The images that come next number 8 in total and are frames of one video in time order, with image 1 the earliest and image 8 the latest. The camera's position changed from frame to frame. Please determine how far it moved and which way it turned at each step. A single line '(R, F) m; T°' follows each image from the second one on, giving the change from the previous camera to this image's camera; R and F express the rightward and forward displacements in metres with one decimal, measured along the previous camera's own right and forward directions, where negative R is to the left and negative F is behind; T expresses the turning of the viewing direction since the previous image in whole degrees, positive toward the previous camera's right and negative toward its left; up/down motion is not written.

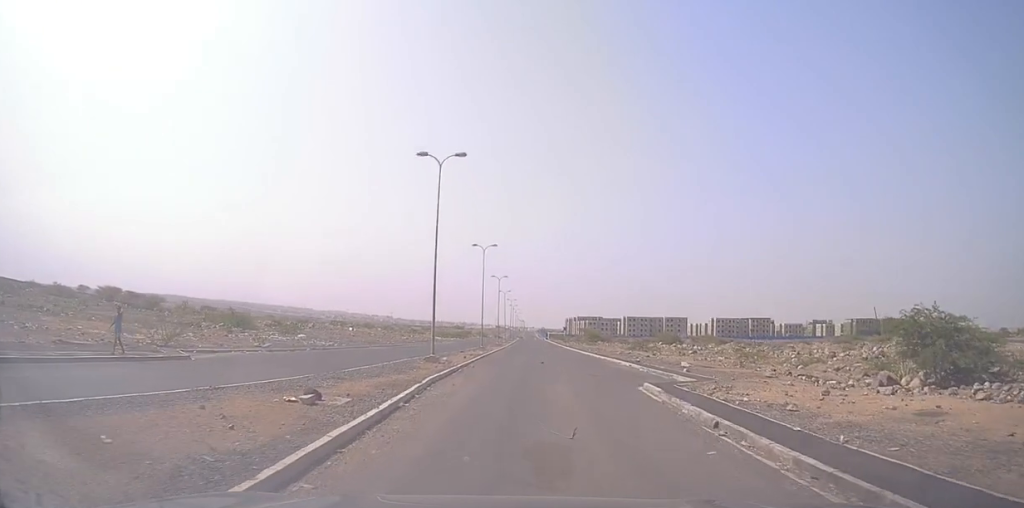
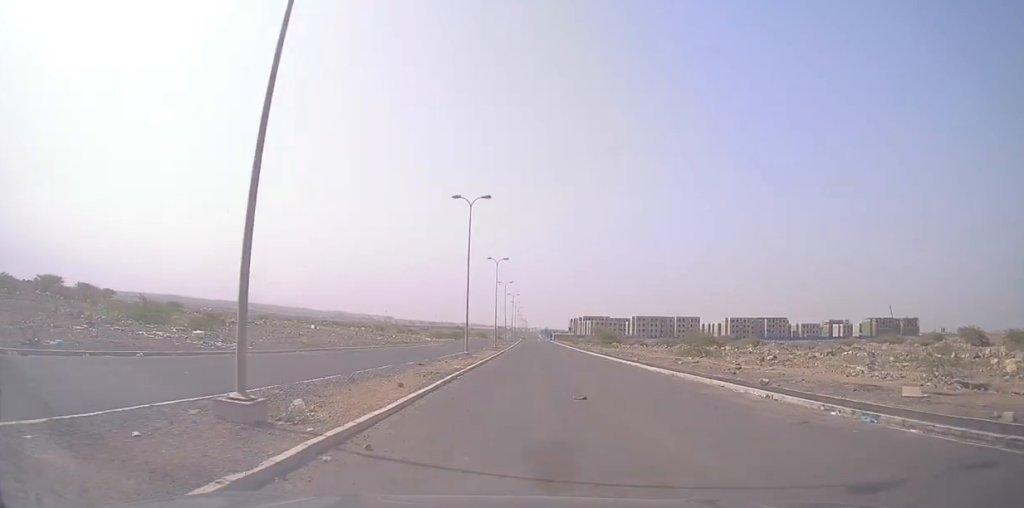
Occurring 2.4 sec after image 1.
(-0.7, +19.5) m; -3°
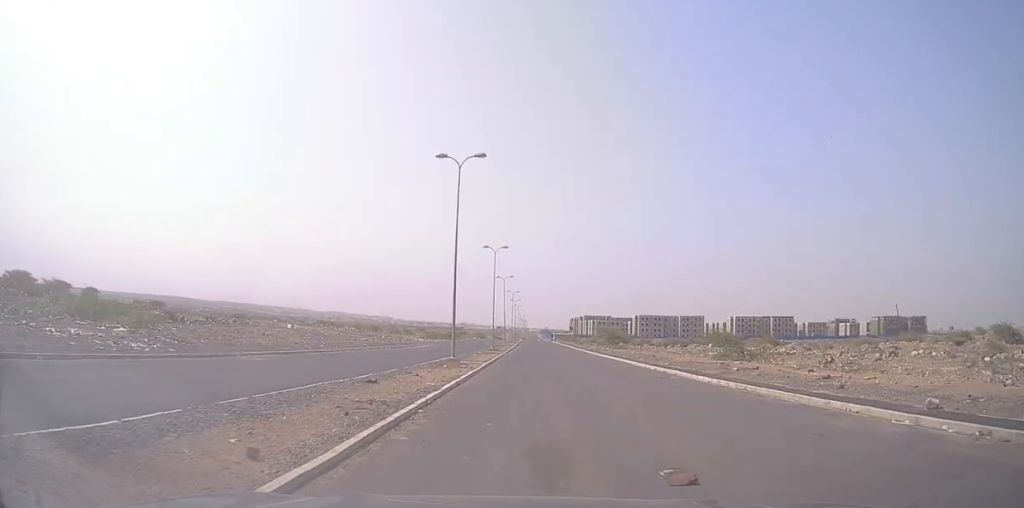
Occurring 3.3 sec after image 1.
(+0.5, +8.9) m; +3°
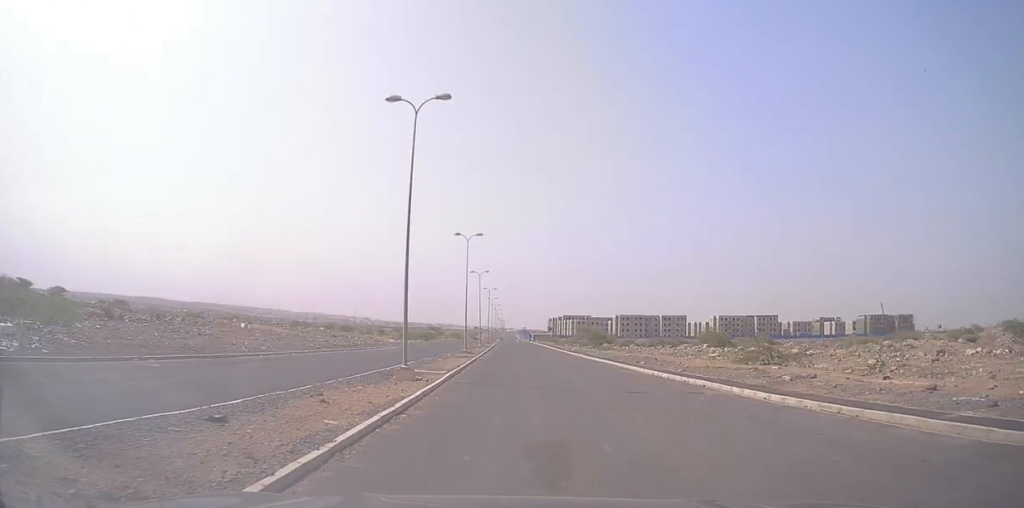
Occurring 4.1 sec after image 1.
(0.0, +7.6) m; +3°
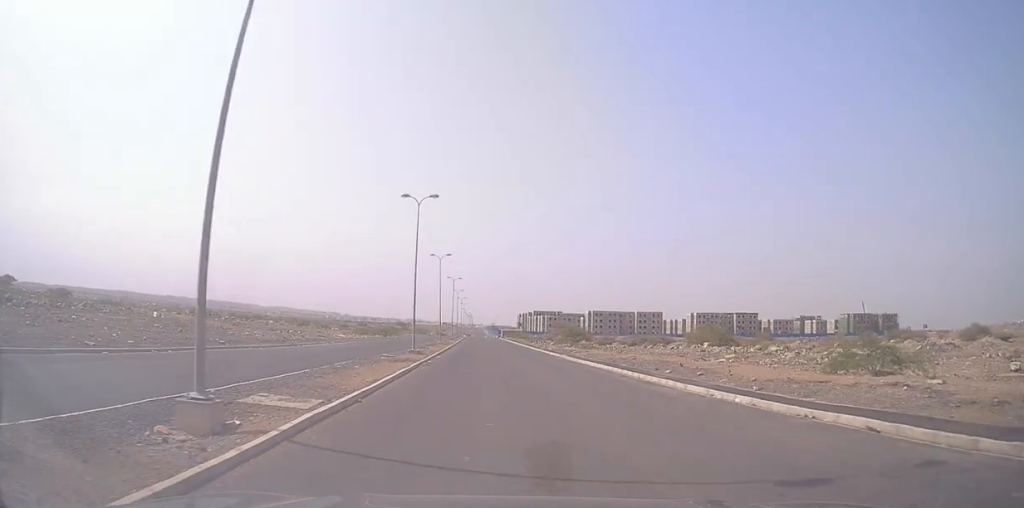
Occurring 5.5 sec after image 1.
(+0.6, +12.8) m; +1°
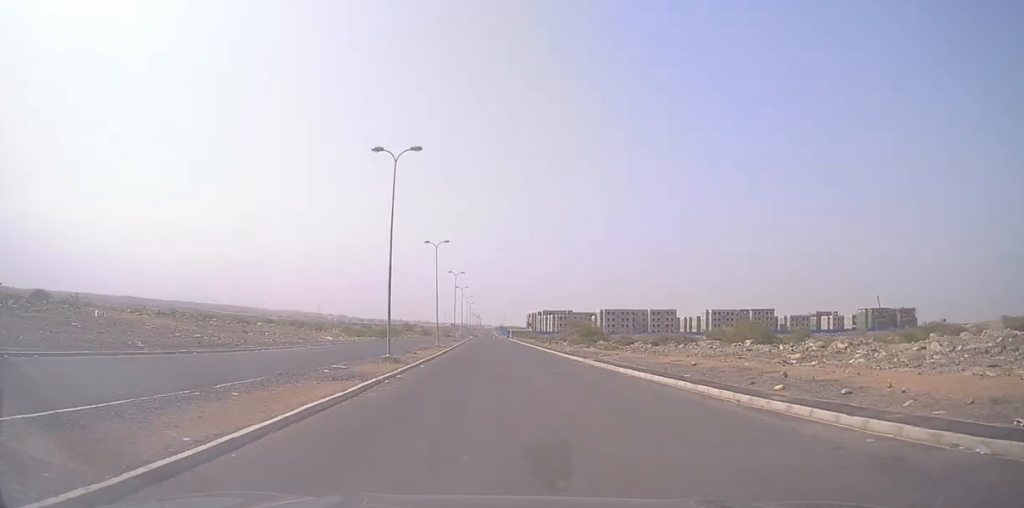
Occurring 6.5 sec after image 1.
(-0.5, +10.3) m; 0°
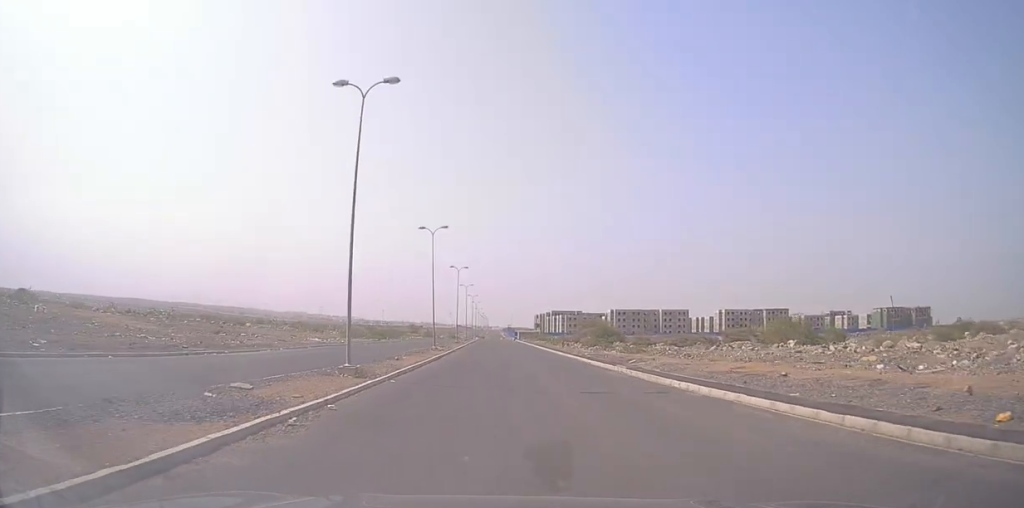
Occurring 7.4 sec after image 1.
(+0.4, +8.2) m; +1°
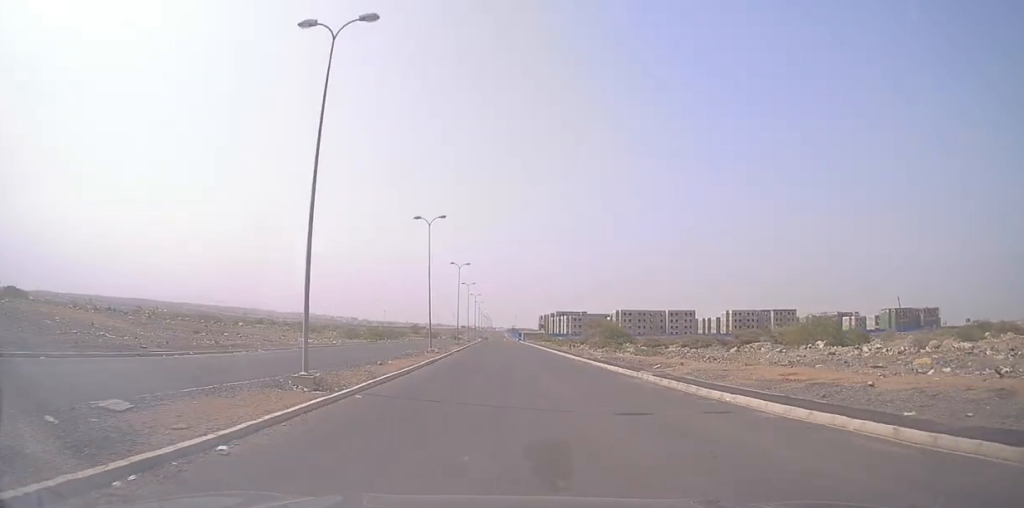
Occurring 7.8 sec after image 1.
(-0.2, +4.6) m; 0°
